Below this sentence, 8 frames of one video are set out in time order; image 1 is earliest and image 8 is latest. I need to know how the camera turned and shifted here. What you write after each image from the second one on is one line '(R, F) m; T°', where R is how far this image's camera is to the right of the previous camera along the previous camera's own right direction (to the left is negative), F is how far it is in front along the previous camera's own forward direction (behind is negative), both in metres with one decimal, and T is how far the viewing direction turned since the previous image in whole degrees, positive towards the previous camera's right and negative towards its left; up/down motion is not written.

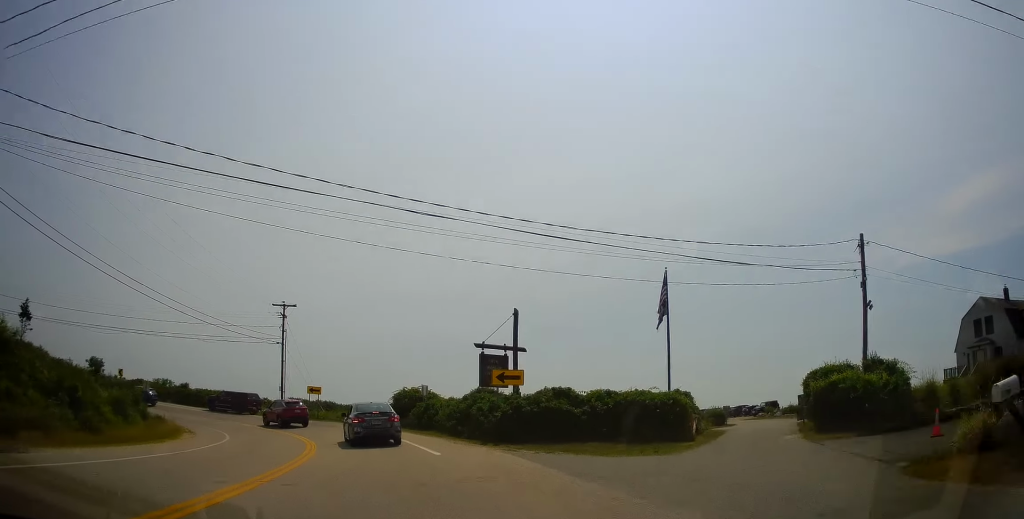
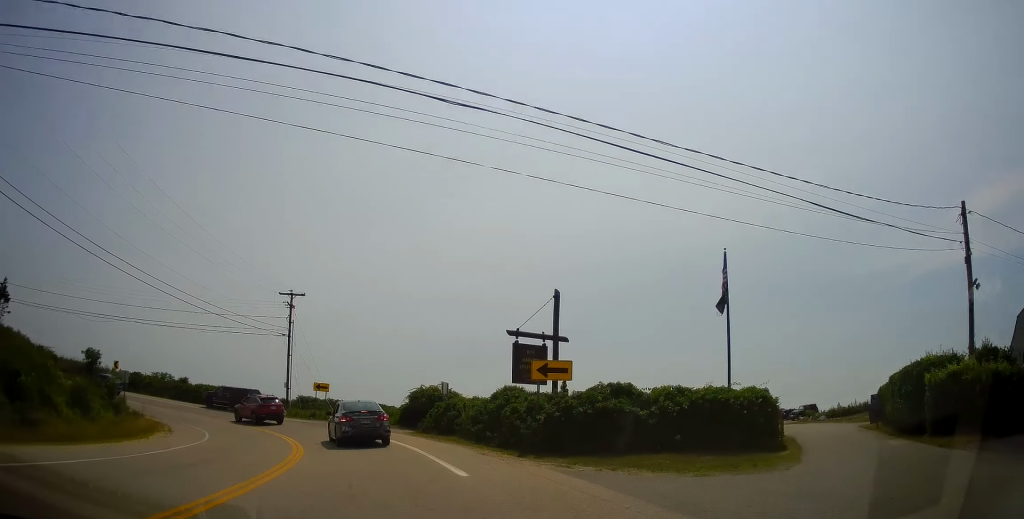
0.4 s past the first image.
(0.0, +4.9) m; -3°
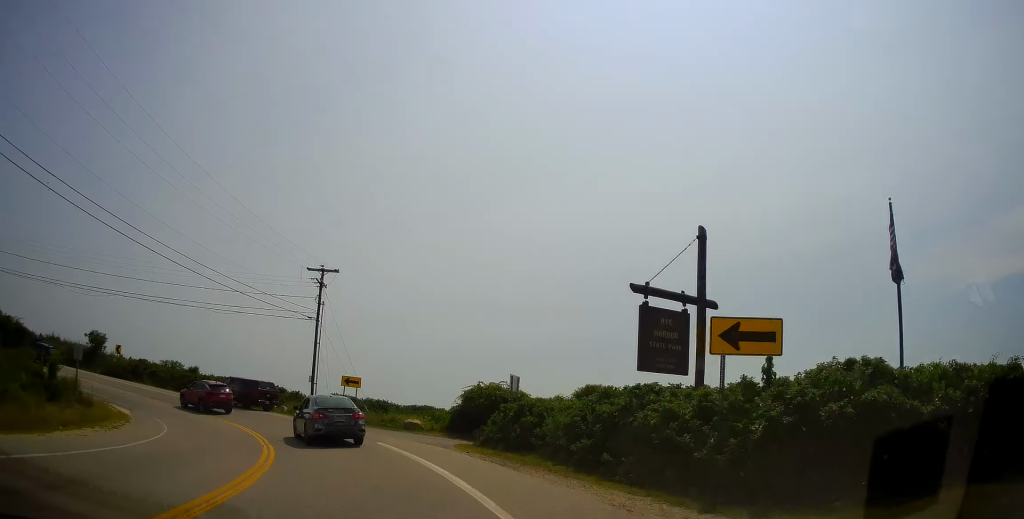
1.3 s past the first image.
(0.0, +8.9) m; -7°
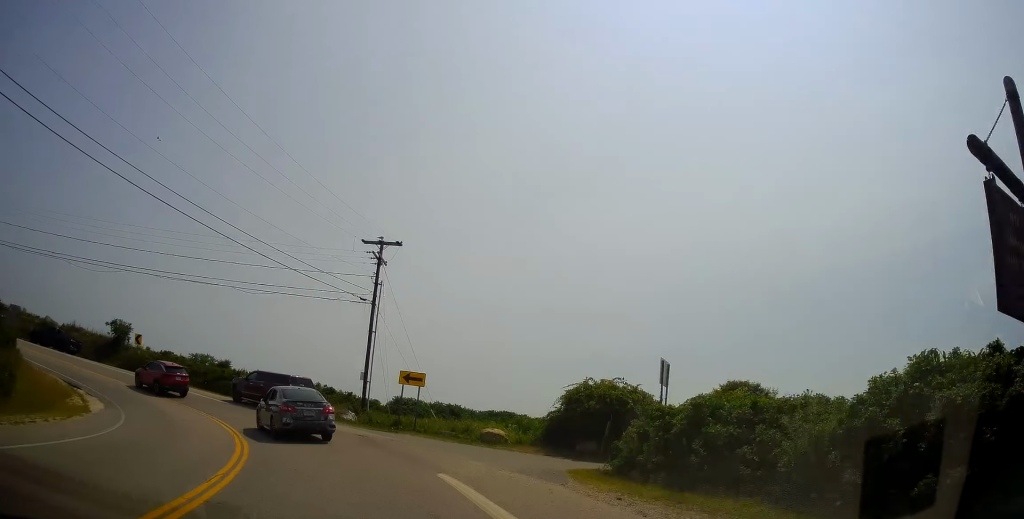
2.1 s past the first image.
(-1.2, +8.4) m; -8°
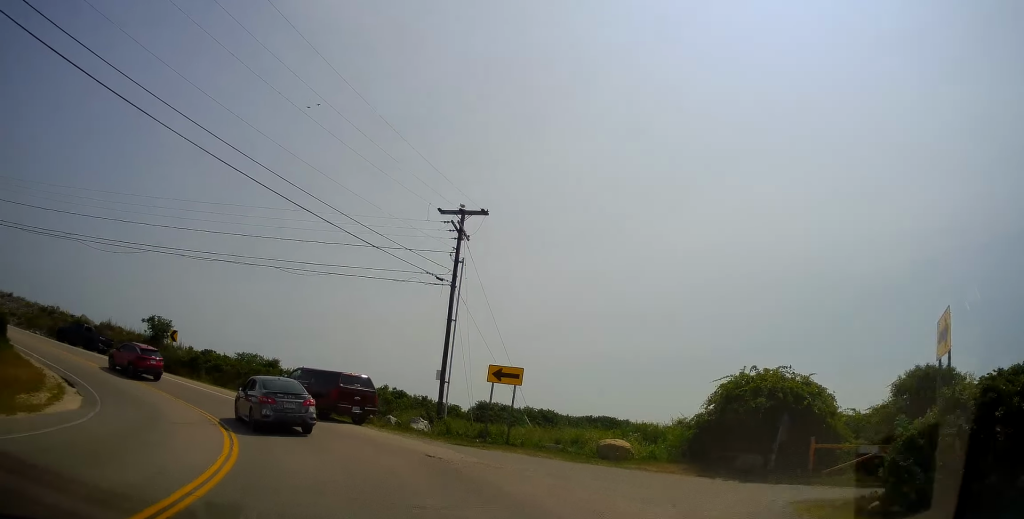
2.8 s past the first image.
(-0.1, +6.7) m; -8°
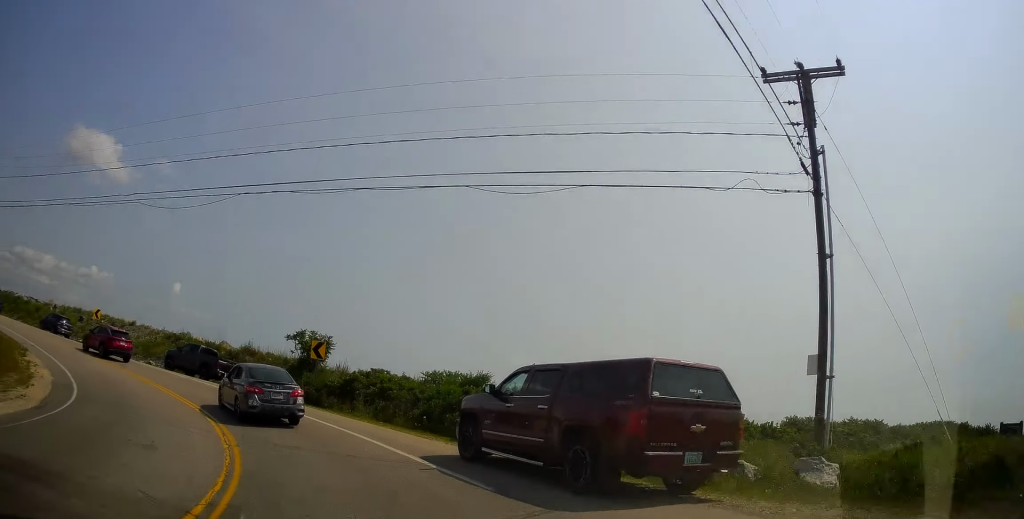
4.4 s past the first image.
(-2.9, +13.8) m; -26°
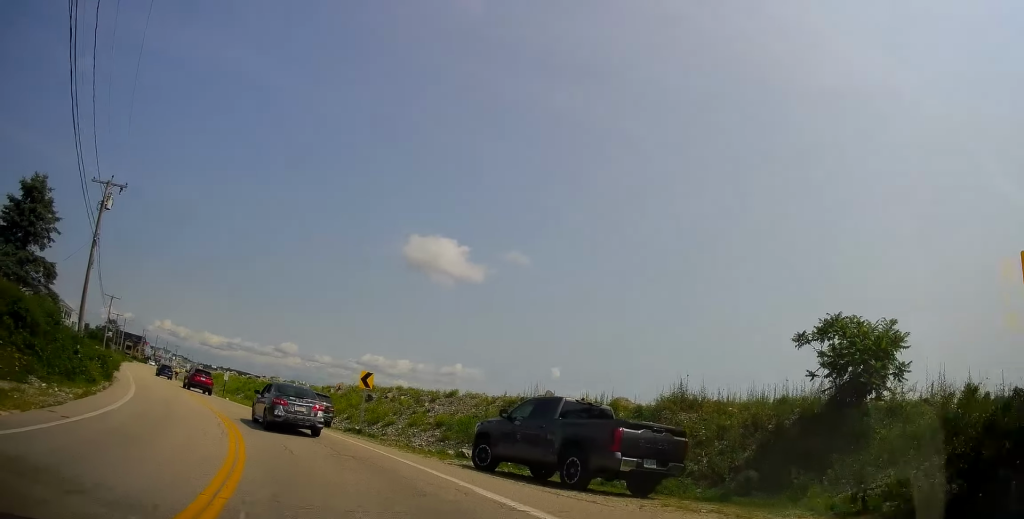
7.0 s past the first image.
(-7.3, +19.5) m; -38°
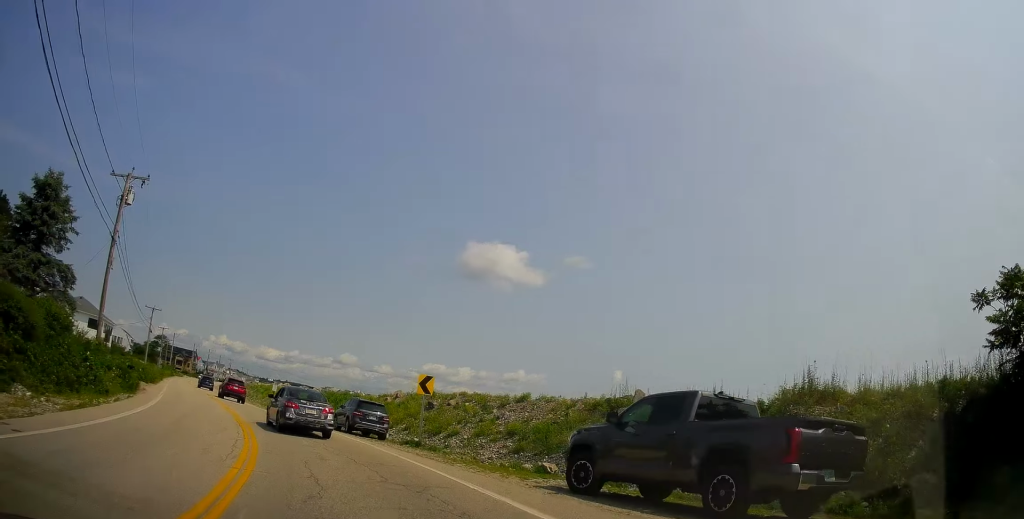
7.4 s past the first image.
(-0.2, +3.6) m; -5°
